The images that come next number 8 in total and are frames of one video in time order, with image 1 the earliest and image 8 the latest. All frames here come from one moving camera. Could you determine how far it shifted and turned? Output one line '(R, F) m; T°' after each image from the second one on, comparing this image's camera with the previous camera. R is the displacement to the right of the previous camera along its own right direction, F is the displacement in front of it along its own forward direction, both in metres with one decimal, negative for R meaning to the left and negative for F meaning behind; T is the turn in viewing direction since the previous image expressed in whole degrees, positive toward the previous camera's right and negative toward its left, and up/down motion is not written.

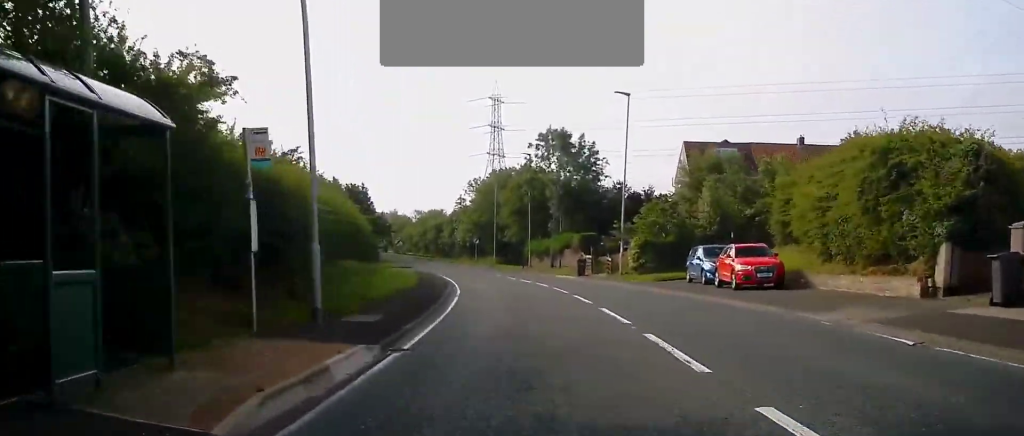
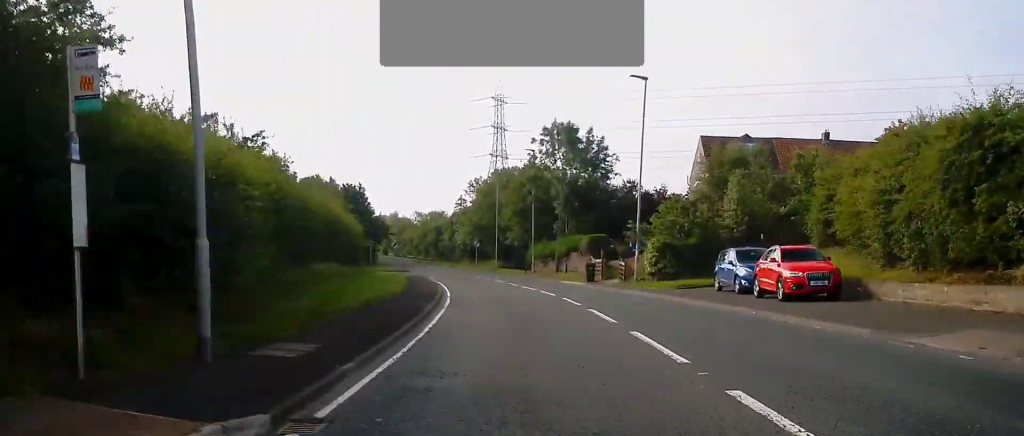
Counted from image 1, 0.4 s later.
(-0.1, +4.9) m; -1°
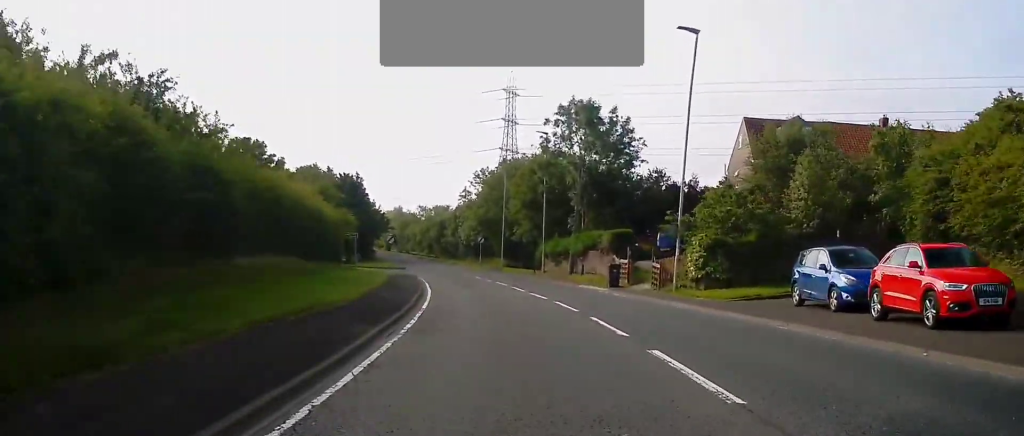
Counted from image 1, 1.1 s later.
(0.0, +8.3) m; -1°
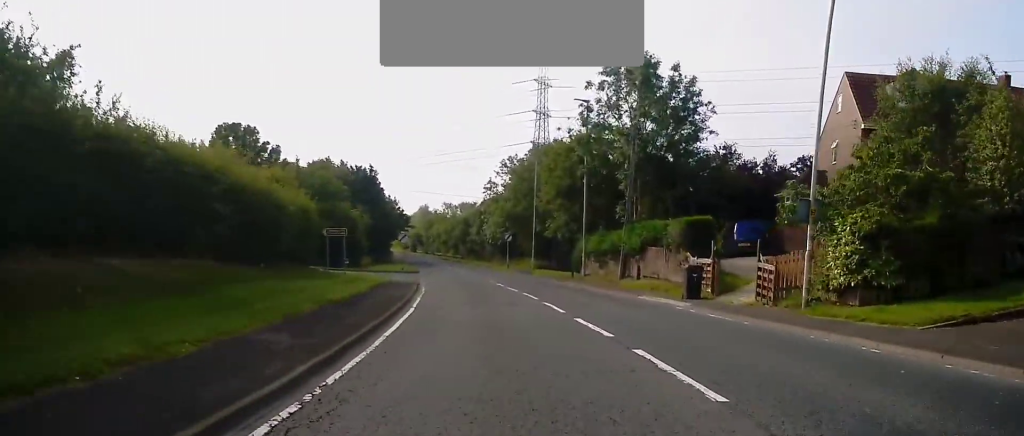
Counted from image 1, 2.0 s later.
(-0.3, +11.6) m; -1°
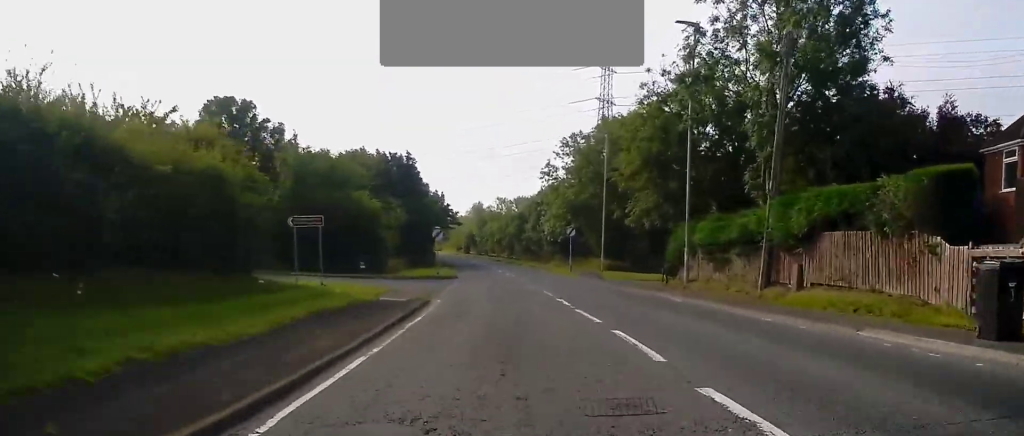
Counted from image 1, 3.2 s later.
(-0.2, +15.1) m; -3°
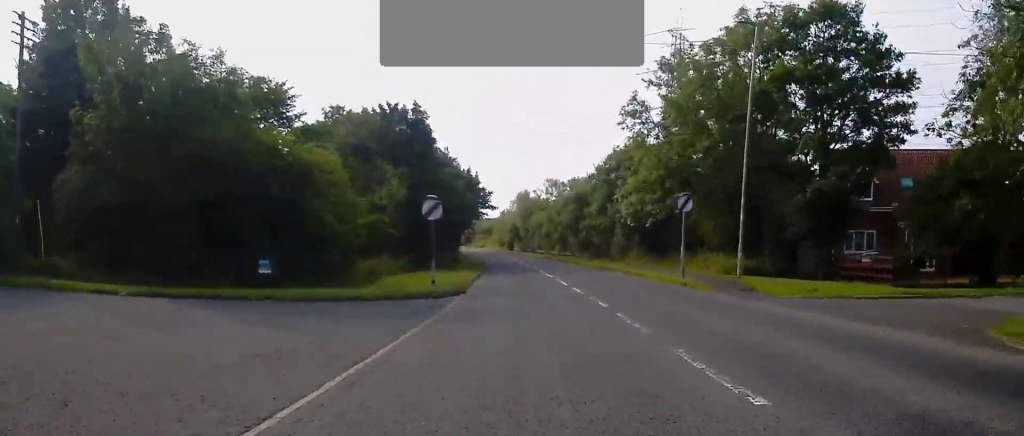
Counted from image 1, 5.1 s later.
(-1.2, +26.2) m; -5°
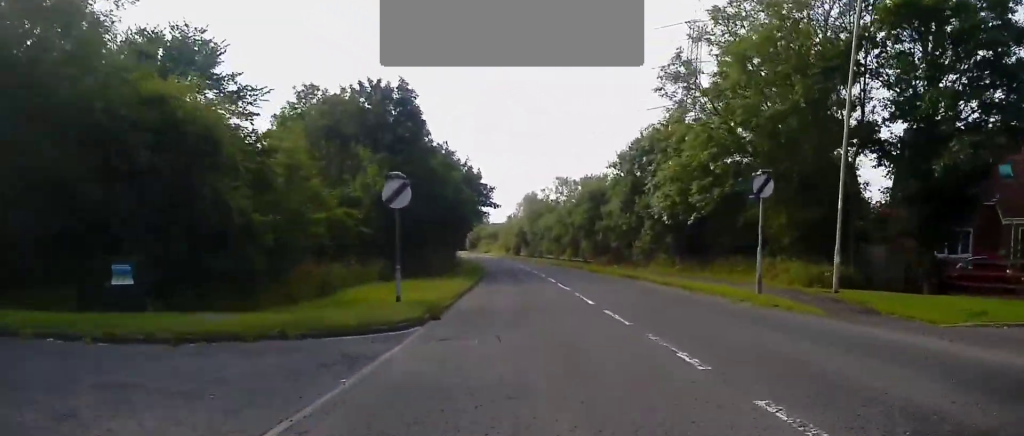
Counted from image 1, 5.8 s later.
(-0.4, +9.4) m; 0°
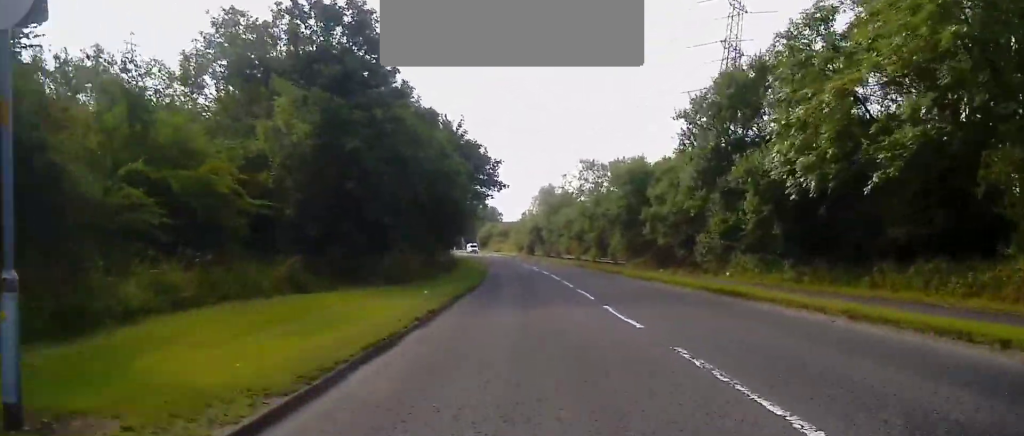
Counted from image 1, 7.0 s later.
(+0.4, +16.6) m; 0°
